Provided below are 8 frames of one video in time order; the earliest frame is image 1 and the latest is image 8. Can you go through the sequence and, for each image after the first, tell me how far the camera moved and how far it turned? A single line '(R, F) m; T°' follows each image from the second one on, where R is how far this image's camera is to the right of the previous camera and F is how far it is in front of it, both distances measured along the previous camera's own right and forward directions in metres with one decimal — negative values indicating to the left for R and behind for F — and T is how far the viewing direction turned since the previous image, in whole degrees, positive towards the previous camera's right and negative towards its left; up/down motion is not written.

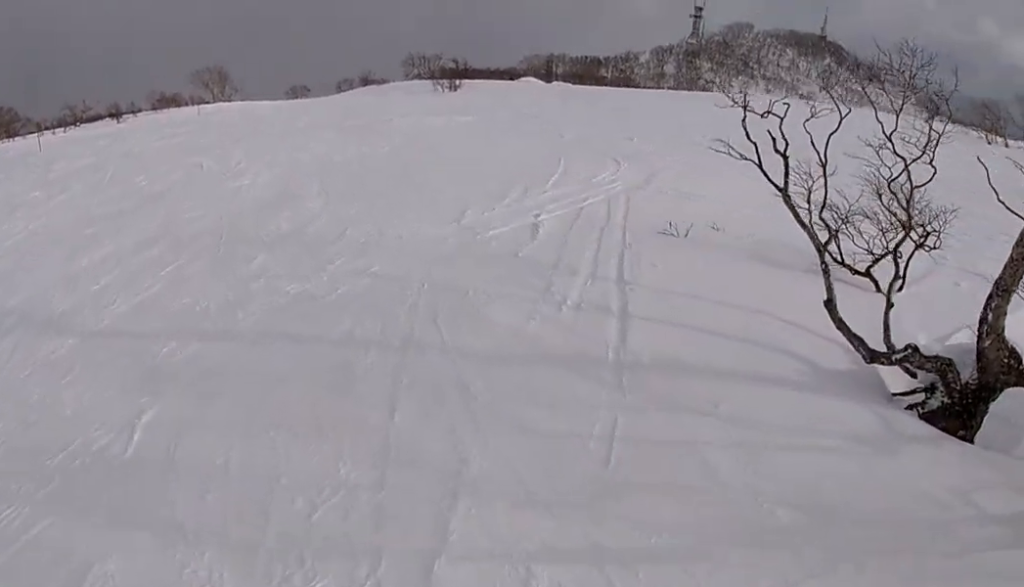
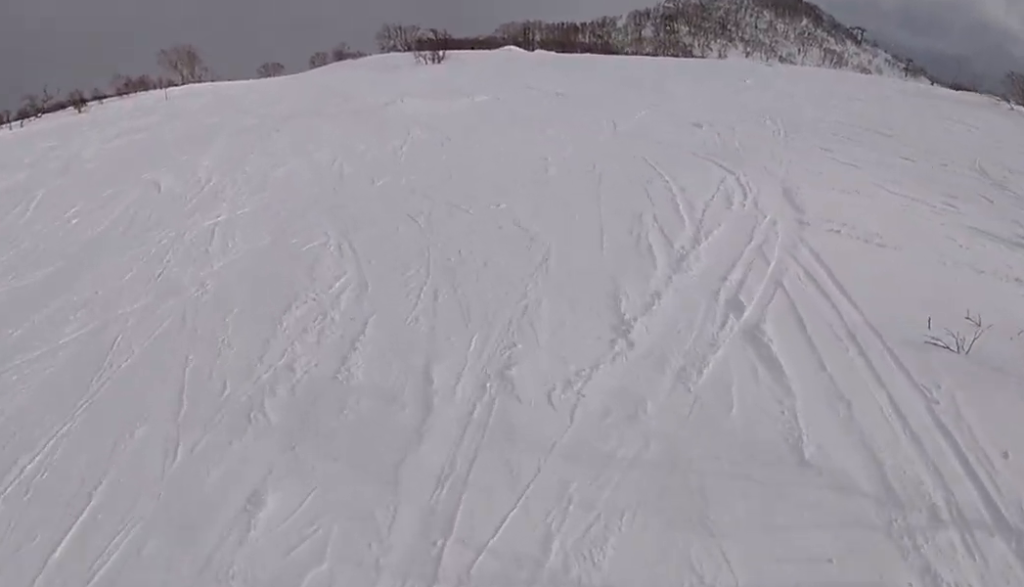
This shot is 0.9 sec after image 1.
(+0.4, +3.0) m; -8°
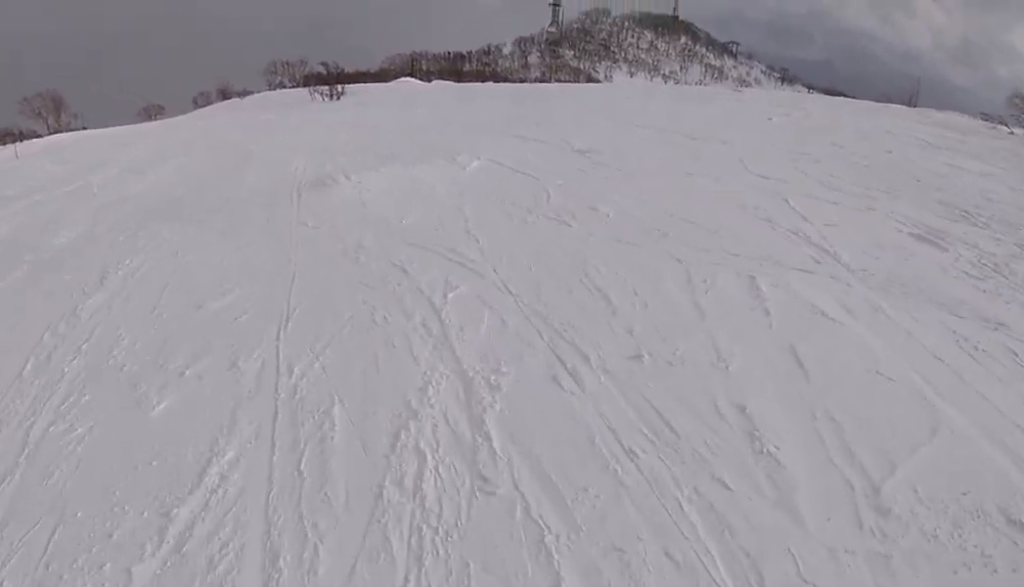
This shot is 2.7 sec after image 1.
(-0.5, +7.3) m; +2°
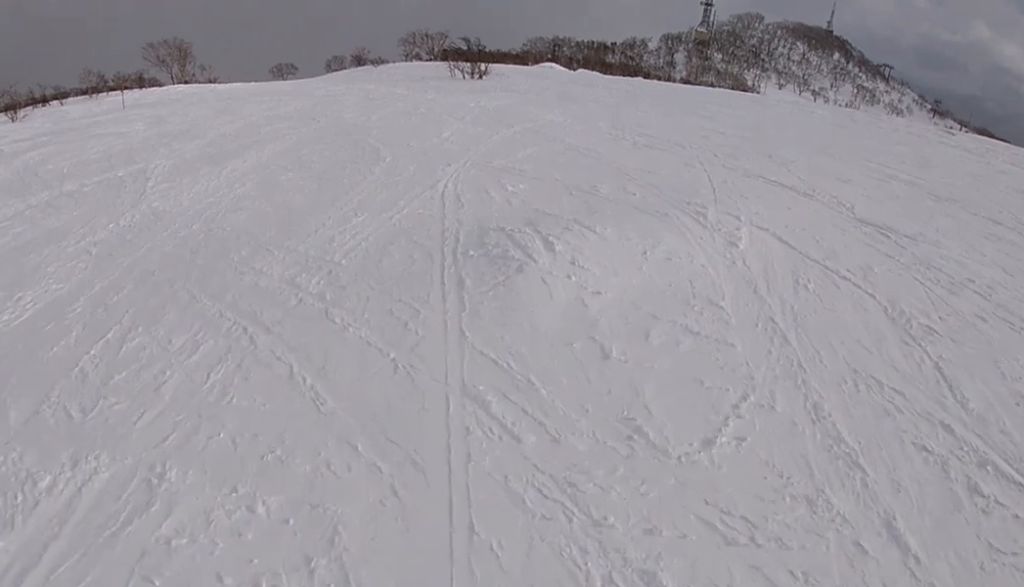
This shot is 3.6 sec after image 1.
(-0.5, +3.9) m; +2°
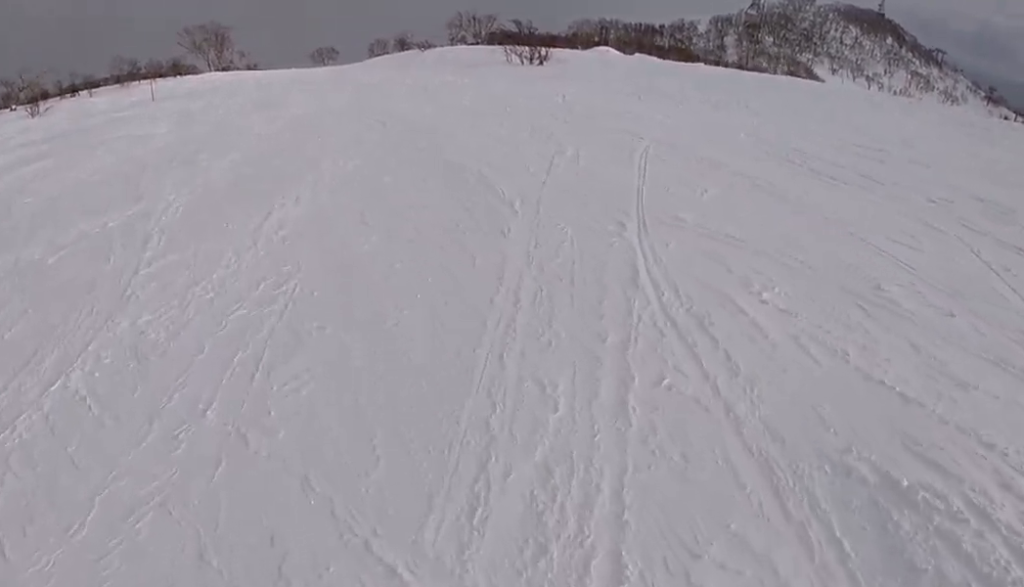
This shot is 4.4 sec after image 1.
(+0.5, +3.6) m; +6°
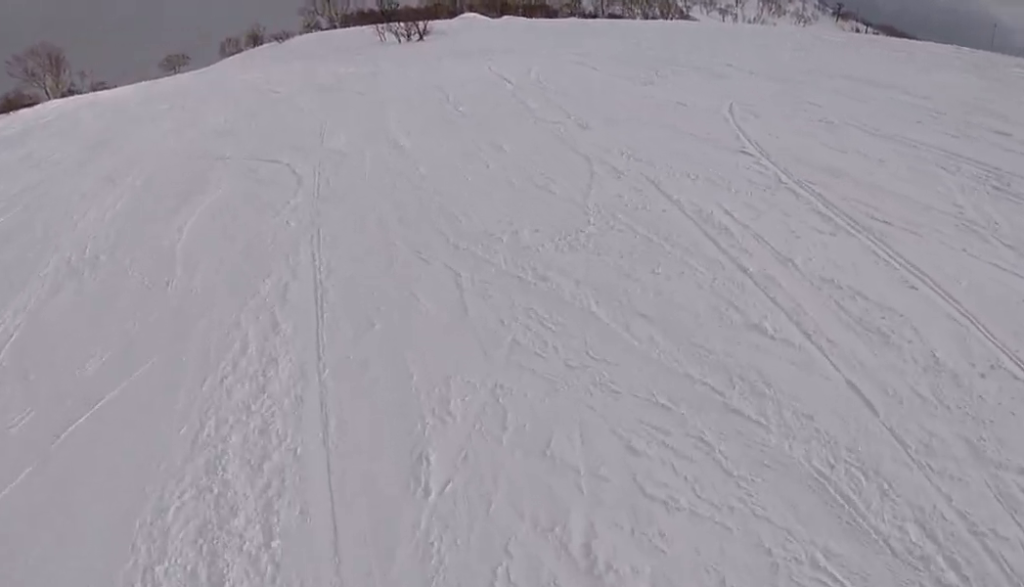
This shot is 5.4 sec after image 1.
(+0.2, +5.6) m; +2°
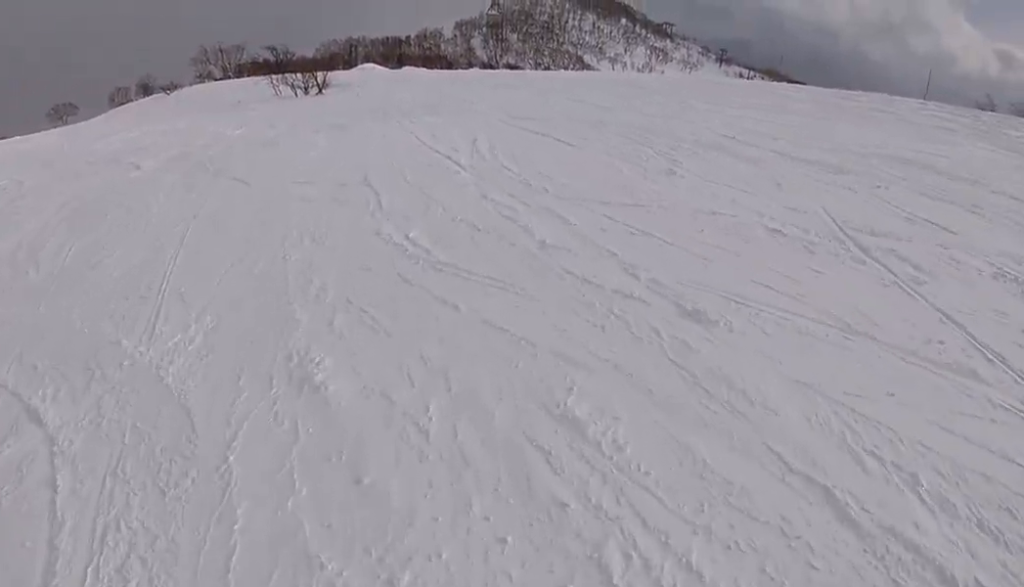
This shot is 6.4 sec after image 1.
(0.0, +4.9) m; 0°
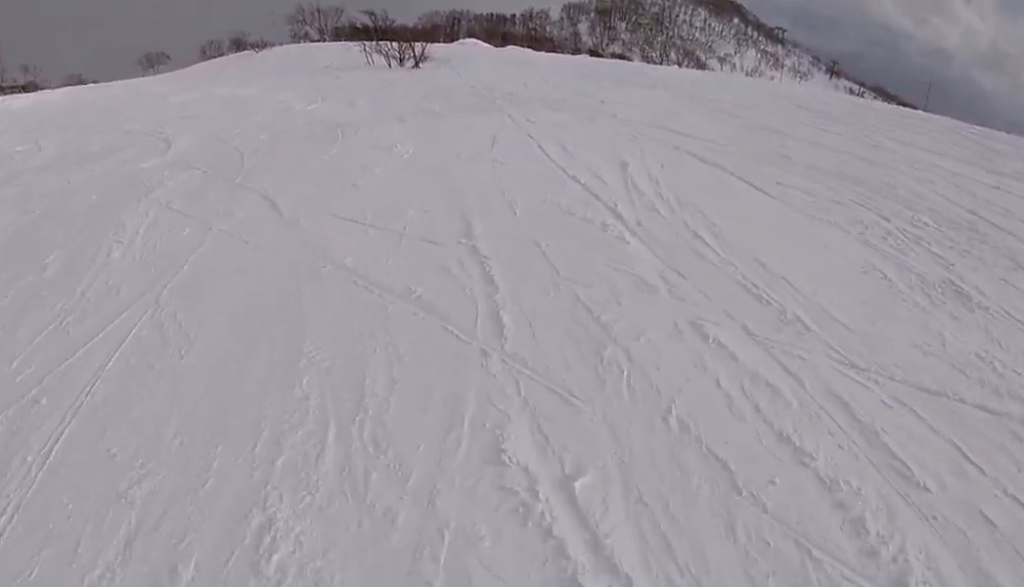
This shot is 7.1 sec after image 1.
(0.0, +3.9) m; 0°
